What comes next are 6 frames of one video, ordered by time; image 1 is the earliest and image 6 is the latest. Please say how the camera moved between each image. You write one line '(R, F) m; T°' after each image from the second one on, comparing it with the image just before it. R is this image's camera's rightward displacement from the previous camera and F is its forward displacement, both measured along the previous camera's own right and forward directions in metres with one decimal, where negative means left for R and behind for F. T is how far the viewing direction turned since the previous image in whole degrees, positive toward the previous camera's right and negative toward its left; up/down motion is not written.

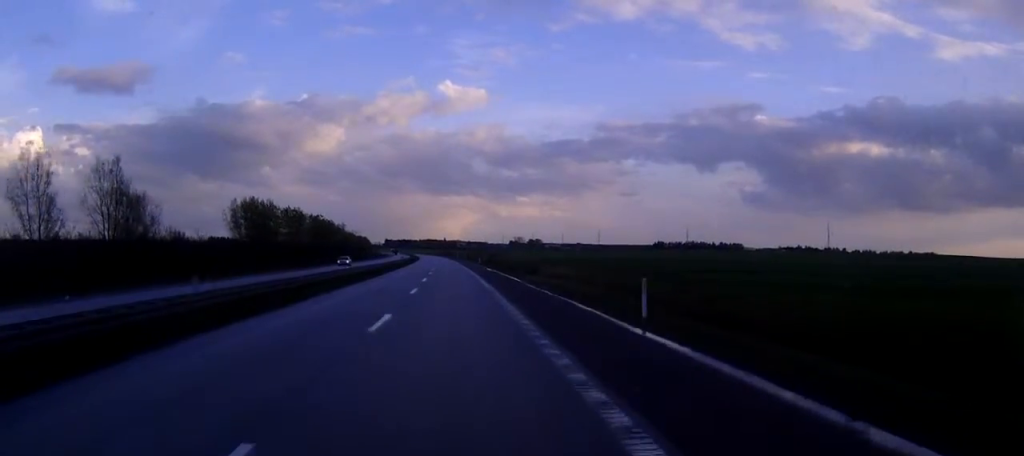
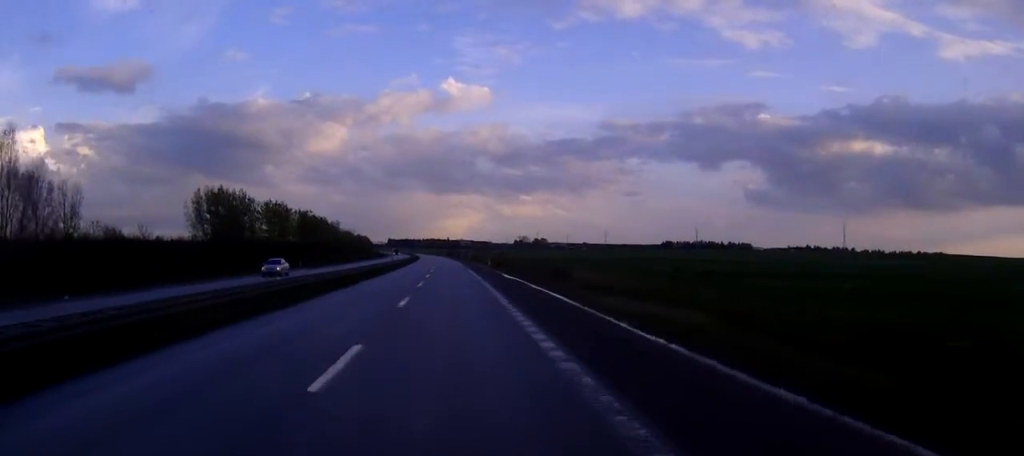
(0.0, +22.3) m; 0°
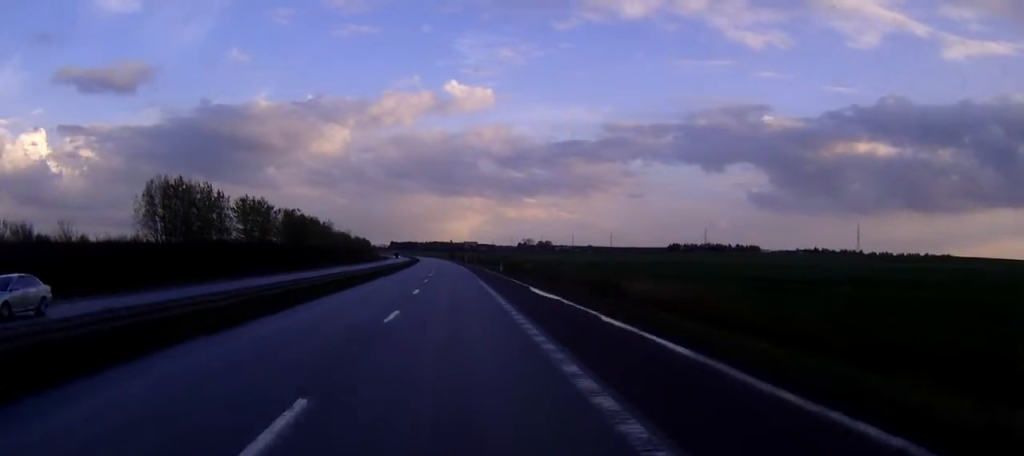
(0.0, +20.6) m; 0°
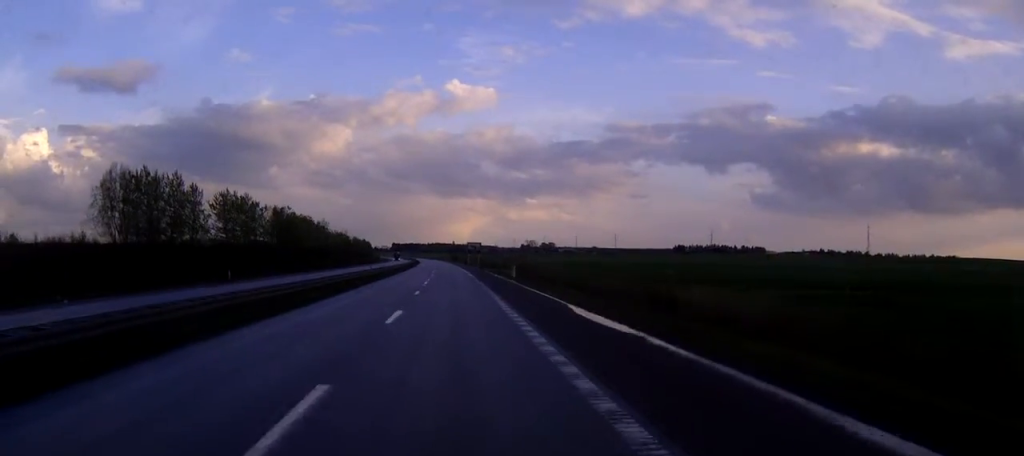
(0.0, +13.7) m; 0°
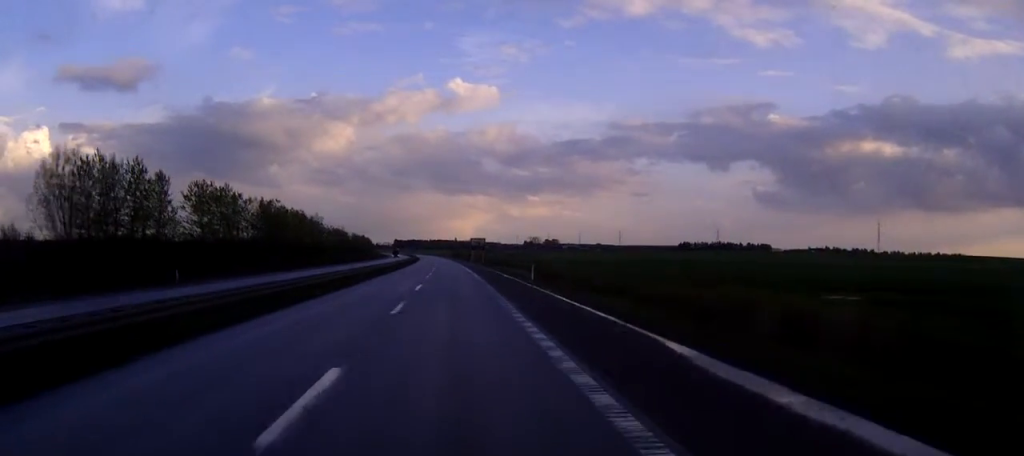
(0.0, +13.7) m; 0°
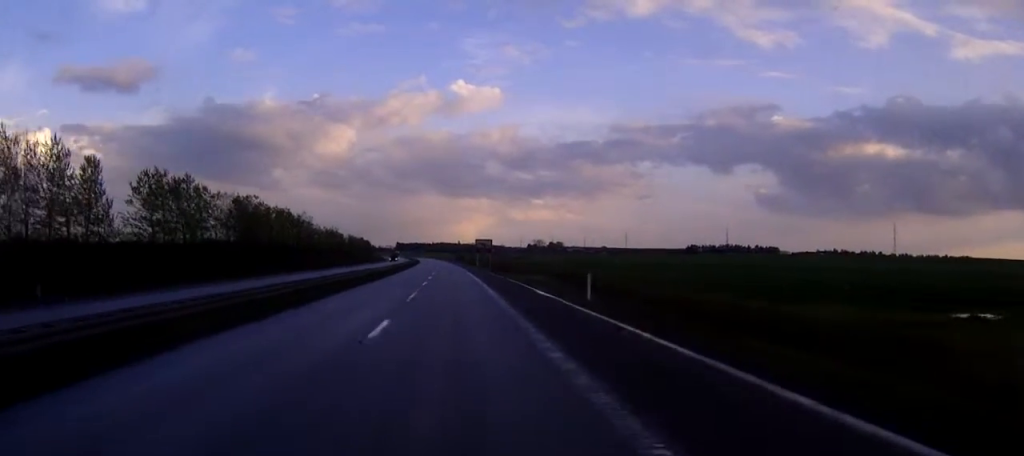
(0.0, +20.5) m; 0°
